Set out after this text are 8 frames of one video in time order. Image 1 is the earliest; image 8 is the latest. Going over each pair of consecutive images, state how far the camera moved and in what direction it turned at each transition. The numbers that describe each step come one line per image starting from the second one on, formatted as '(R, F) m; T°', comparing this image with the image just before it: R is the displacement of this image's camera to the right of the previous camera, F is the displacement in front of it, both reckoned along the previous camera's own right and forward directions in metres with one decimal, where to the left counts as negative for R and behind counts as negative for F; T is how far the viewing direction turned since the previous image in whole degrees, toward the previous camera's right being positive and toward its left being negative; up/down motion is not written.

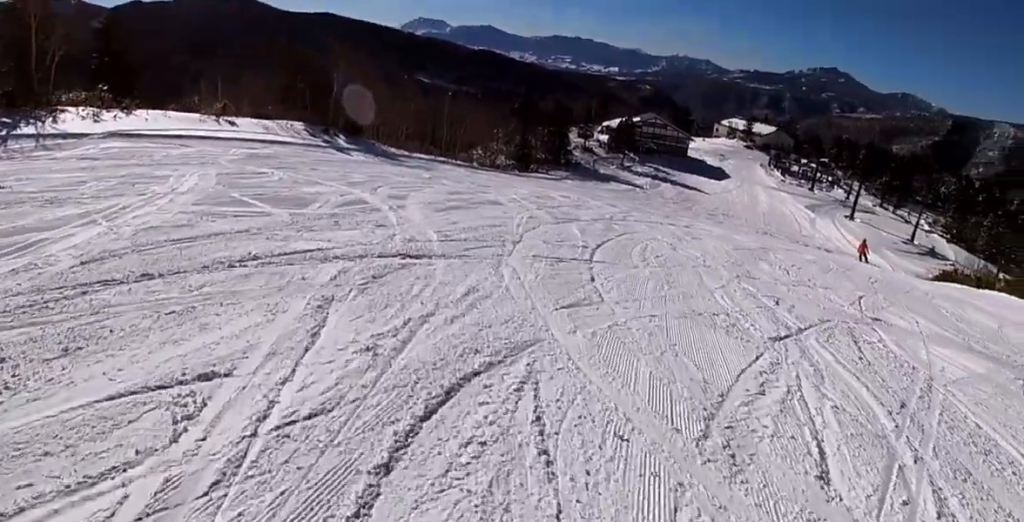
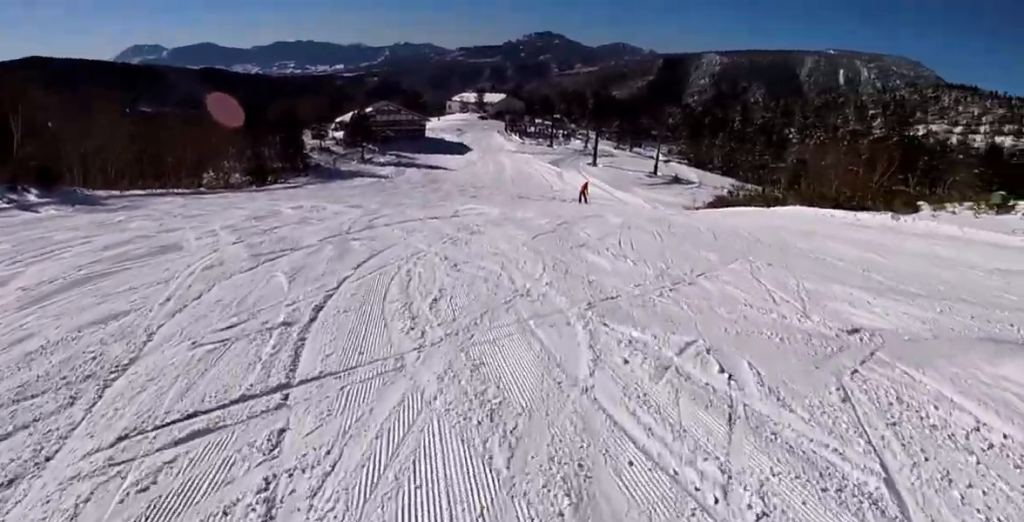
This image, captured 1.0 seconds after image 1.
(+1.2, +6.2) m; +27°
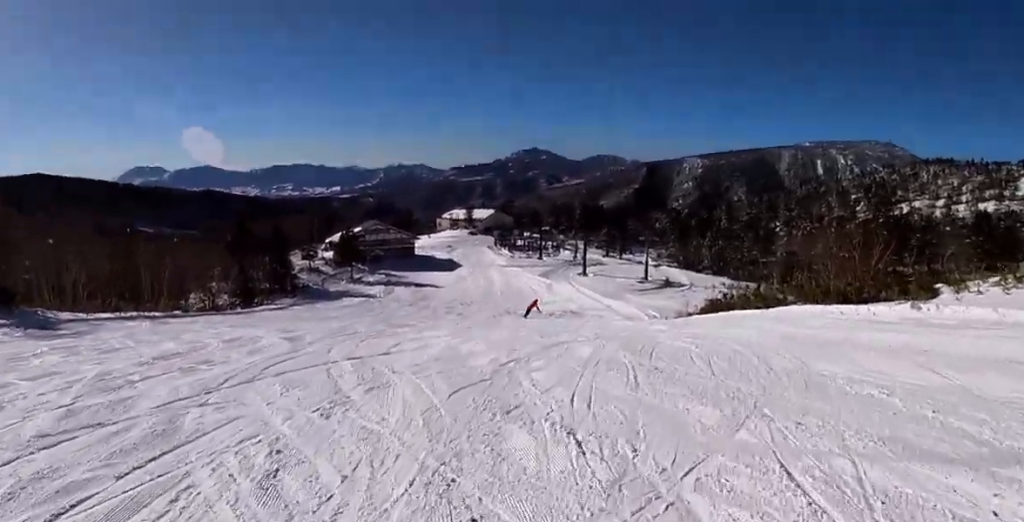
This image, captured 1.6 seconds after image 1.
(+1.2, +3.8) m; 0°
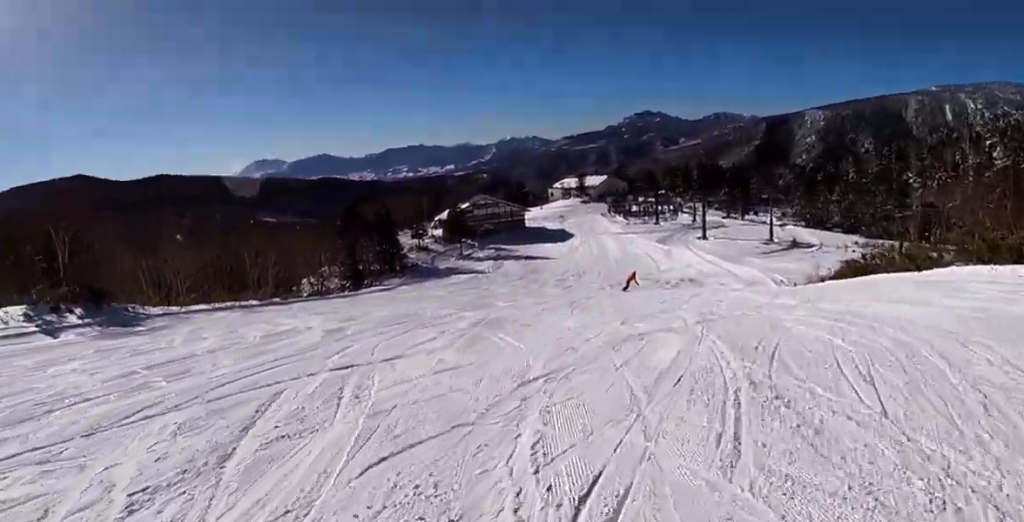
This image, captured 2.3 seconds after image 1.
(0.0, +4.1) m; -9°
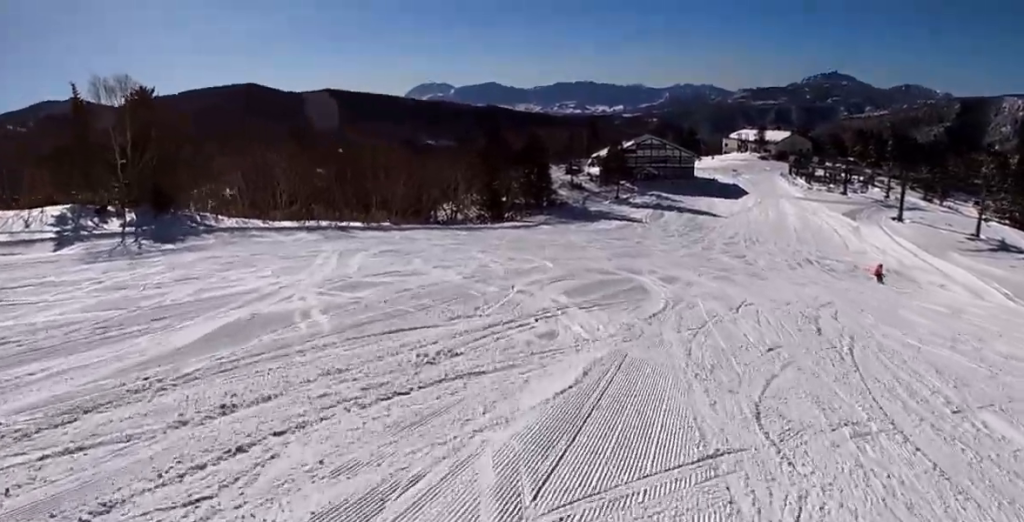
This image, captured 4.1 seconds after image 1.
(-3.8, +10.0) m; -29°
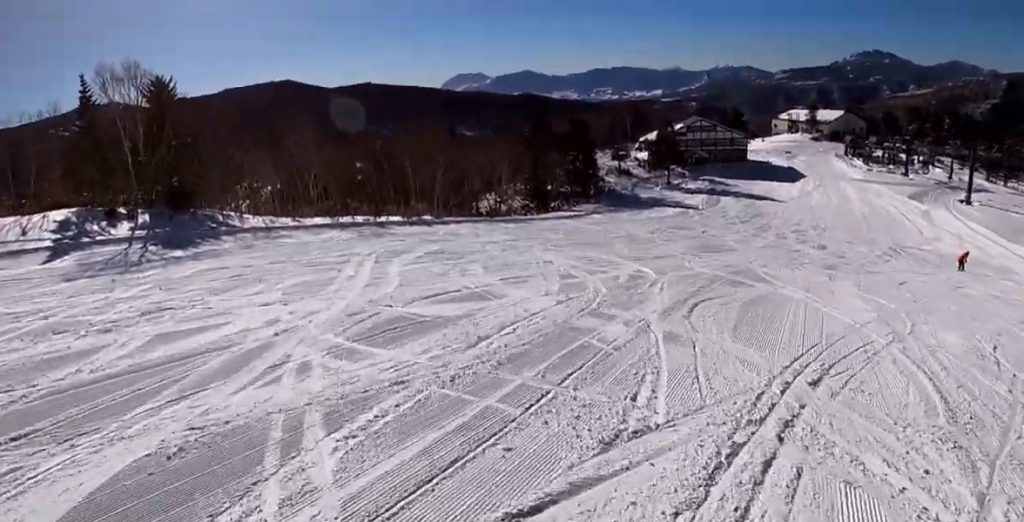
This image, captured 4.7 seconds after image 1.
(0.0, +4.4) m; +1°
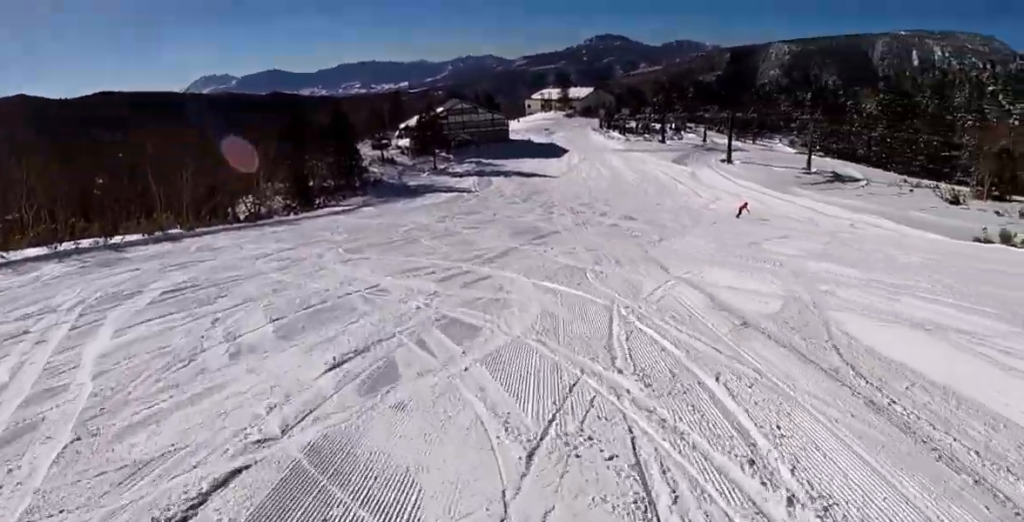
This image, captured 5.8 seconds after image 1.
(+0.1, +7.0) m; +17°
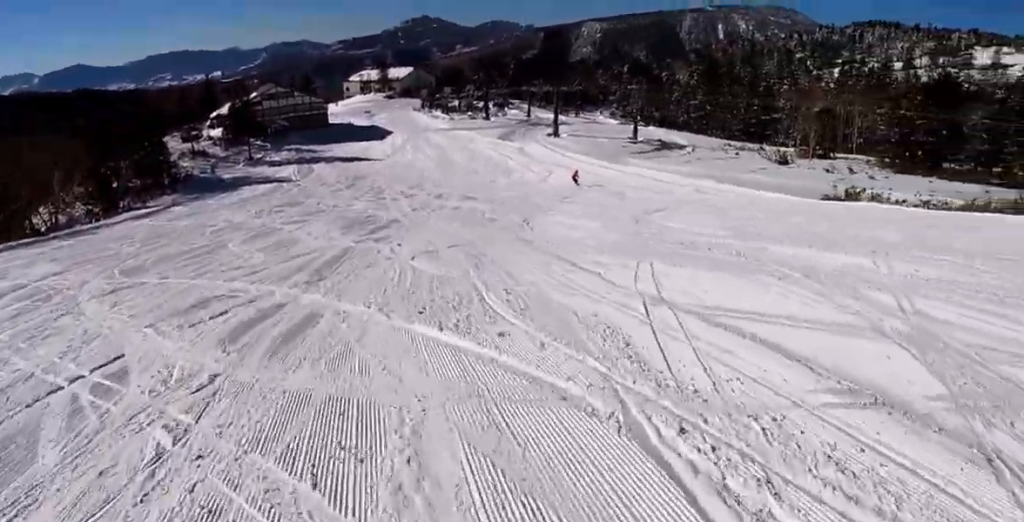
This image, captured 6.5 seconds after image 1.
(+1.0, +4.5) m; +17°
